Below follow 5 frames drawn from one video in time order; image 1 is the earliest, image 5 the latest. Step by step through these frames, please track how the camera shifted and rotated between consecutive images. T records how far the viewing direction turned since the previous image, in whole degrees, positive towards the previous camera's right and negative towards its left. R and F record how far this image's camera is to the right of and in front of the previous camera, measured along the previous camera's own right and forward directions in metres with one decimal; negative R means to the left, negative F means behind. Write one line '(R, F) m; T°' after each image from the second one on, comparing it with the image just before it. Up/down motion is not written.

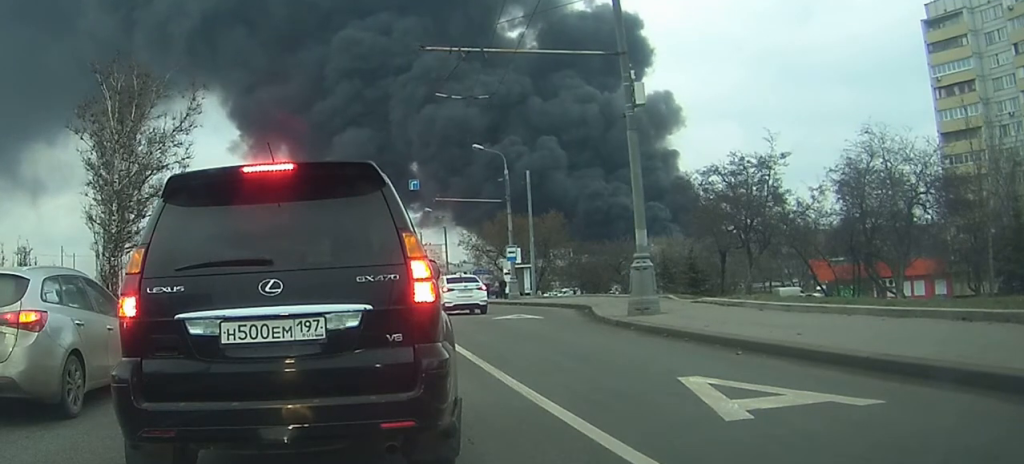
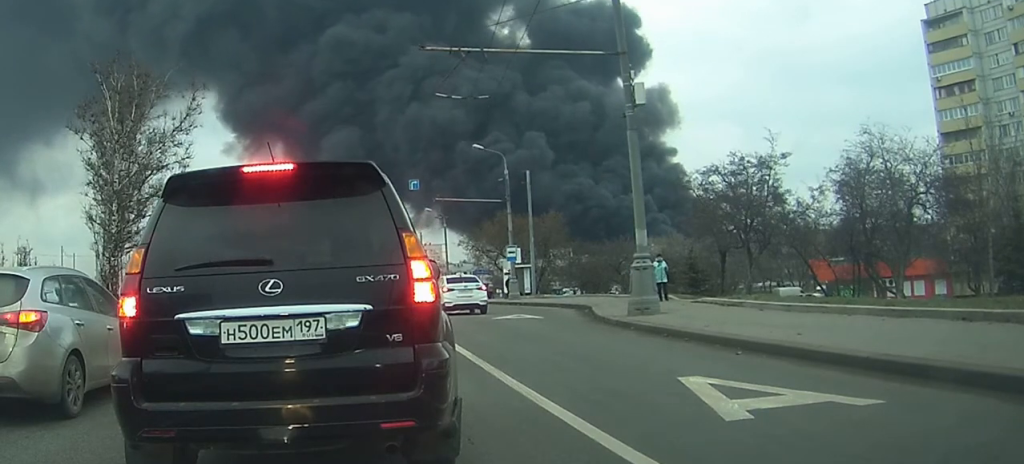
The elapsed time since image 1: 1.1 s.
(-0.1, 0.0) m; 0°
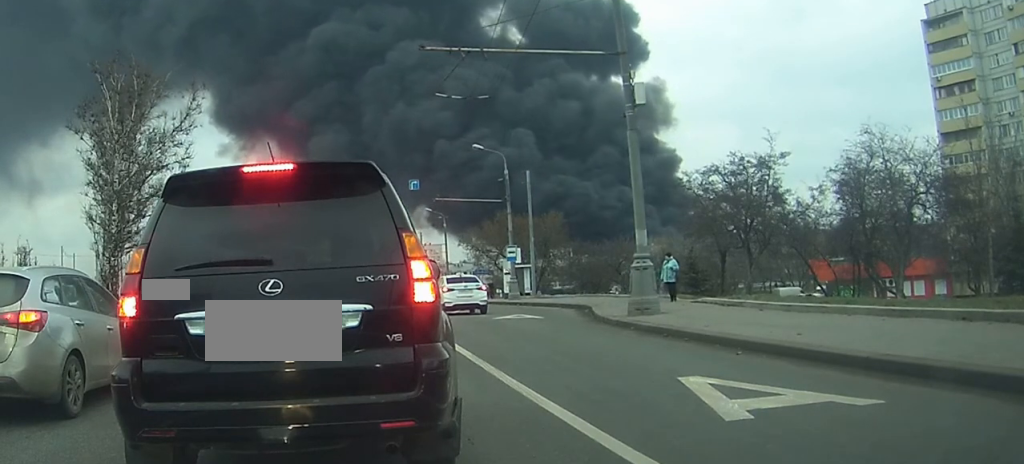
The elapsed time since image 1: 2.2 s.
(0.0, 0.0) m; 0°
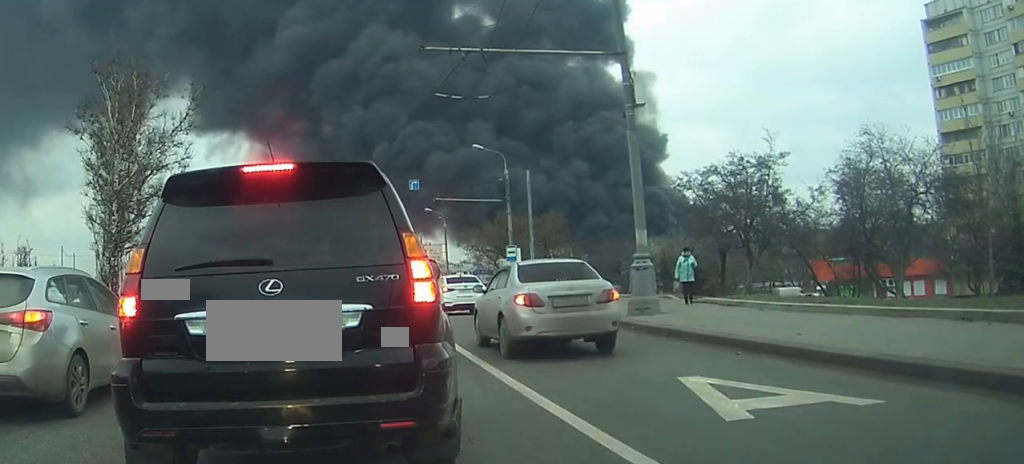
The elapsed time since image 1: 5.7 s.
(+0.1, -0.1) m; 0°
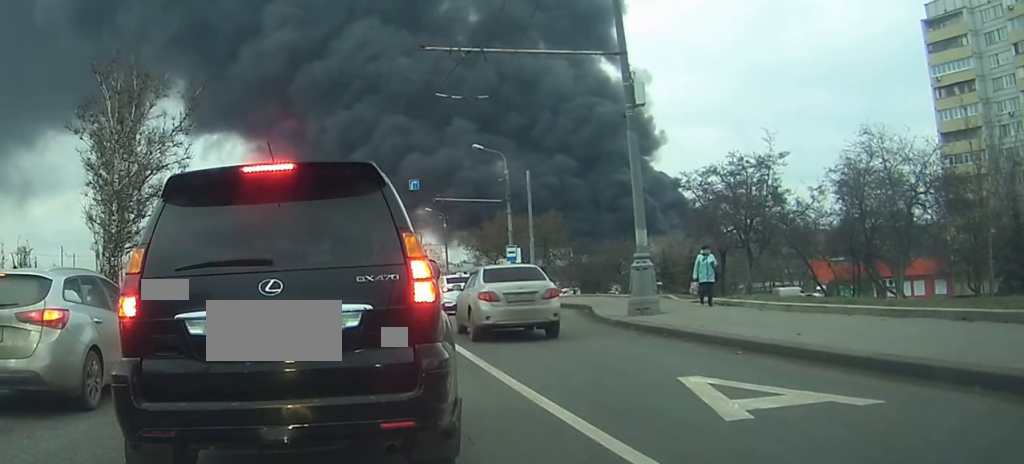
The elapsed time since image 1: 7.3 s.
(0.0, 0.0) m; 0°
